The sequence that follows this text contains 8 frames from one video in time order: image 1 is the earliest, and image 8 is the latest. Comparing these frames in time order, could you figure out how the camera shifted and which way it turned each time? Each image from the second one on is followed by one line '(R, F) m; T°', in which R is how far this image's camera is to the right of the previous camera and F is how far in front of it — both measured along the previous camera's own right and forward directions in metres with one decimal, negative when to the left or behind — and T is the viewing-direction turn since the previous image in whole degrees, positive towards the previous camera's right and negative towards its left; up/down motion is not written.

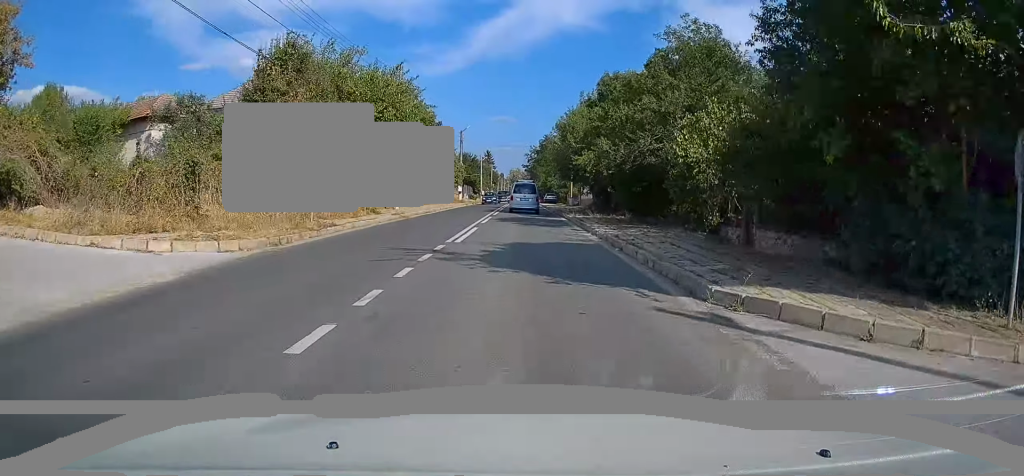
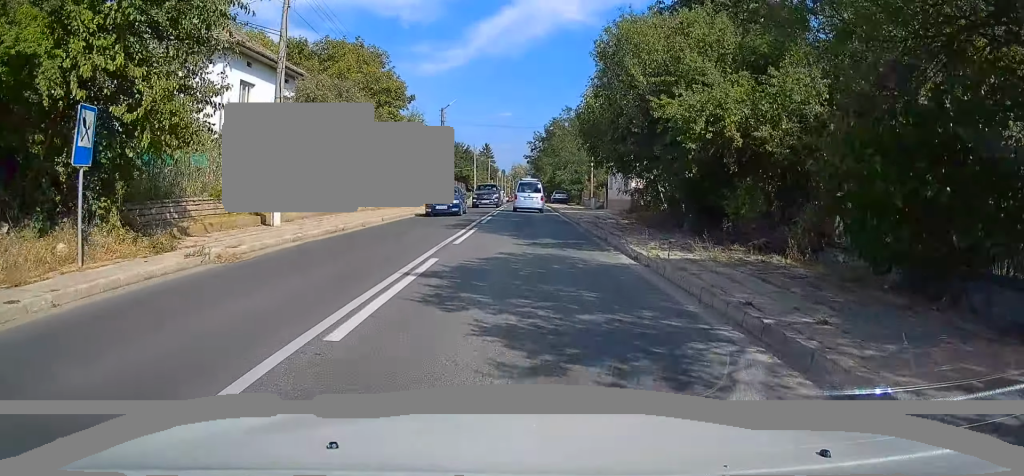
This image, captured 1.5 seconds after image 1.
(-0.3, +18.5) m; 0°
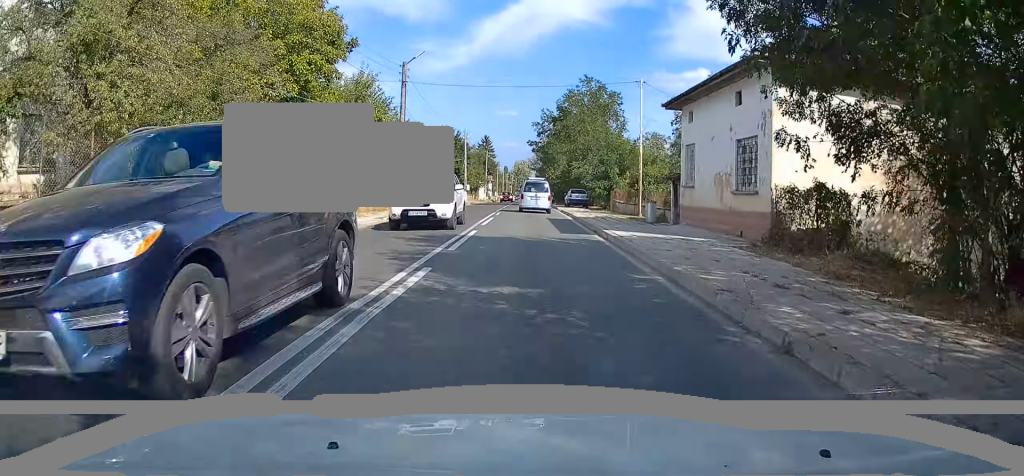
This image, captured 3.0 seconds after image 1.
(-0.1, +19.4) m; -2°
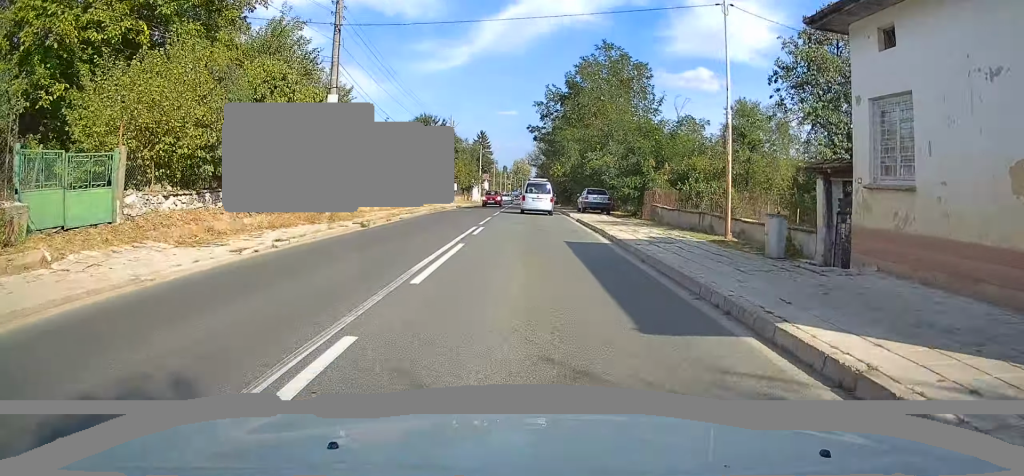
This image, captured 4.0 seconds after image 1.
(0.0, +13.1) m; 0°
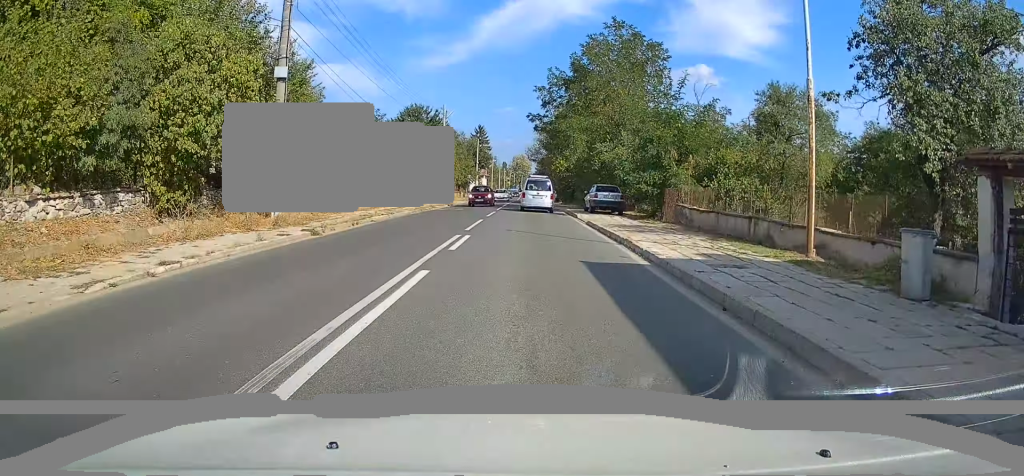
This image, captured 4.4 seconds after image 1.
(0.0, +5.1) m; +1°
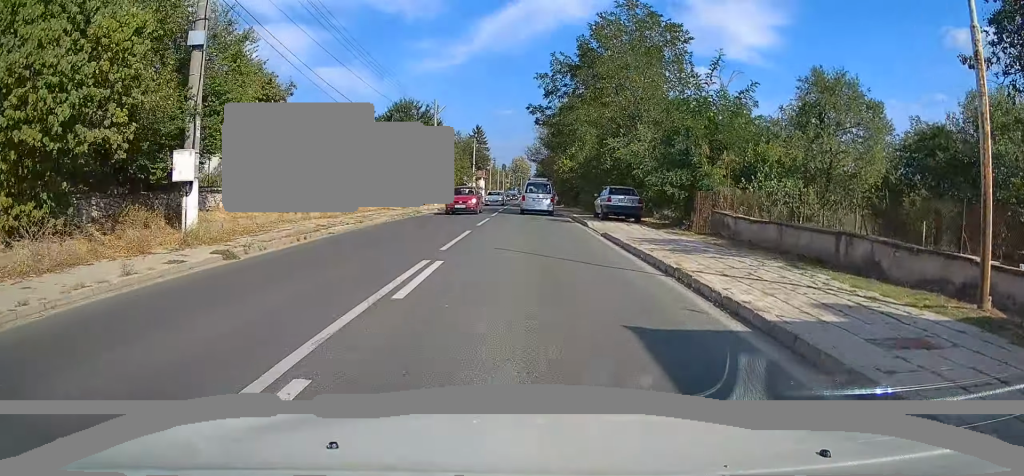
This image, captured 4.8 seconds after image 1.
(-0.1, +5.0) m; +1°
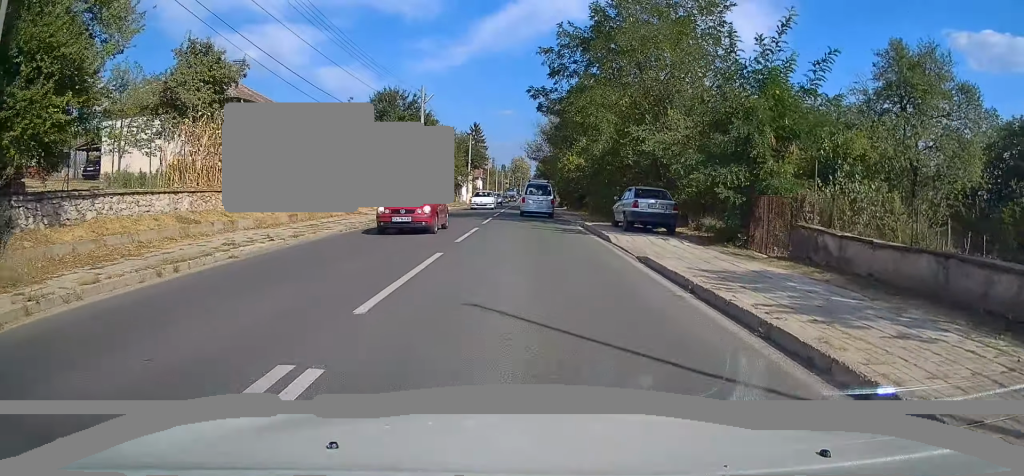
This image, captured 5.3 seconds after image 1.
(0.0, +6.3) m; +1°
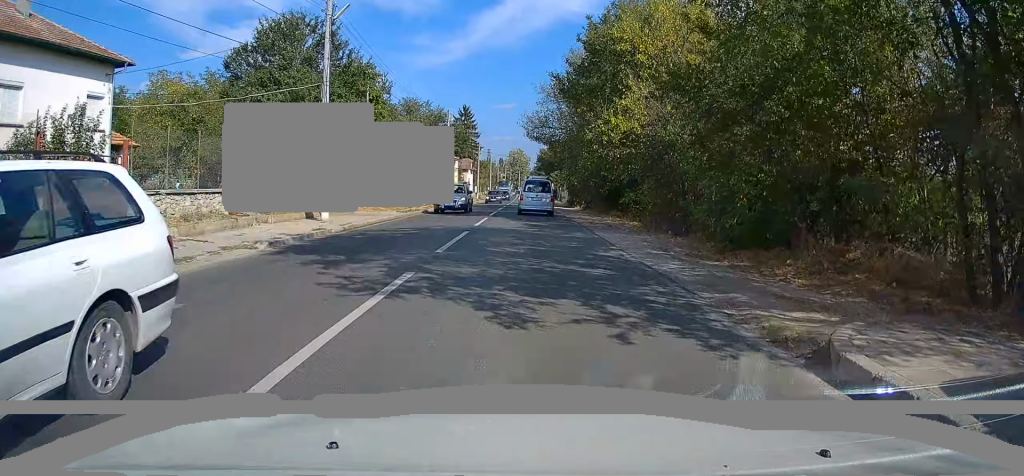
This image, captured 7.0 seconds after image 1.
(0.0, +20.6) m; -2°
